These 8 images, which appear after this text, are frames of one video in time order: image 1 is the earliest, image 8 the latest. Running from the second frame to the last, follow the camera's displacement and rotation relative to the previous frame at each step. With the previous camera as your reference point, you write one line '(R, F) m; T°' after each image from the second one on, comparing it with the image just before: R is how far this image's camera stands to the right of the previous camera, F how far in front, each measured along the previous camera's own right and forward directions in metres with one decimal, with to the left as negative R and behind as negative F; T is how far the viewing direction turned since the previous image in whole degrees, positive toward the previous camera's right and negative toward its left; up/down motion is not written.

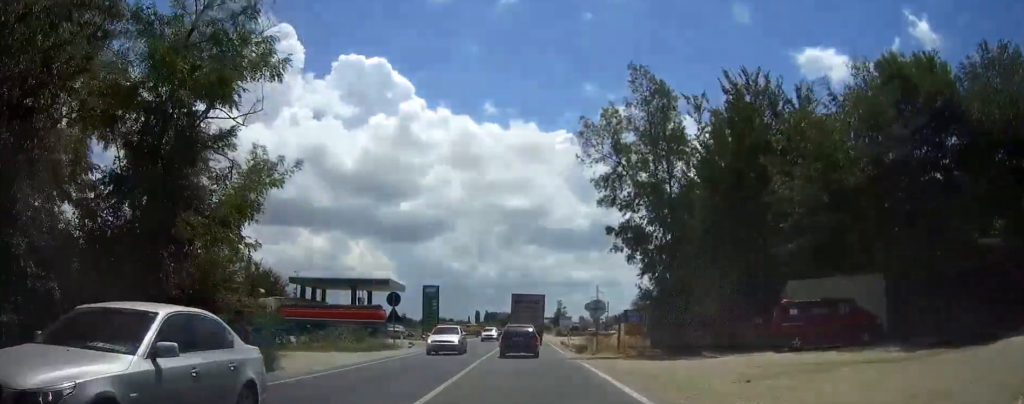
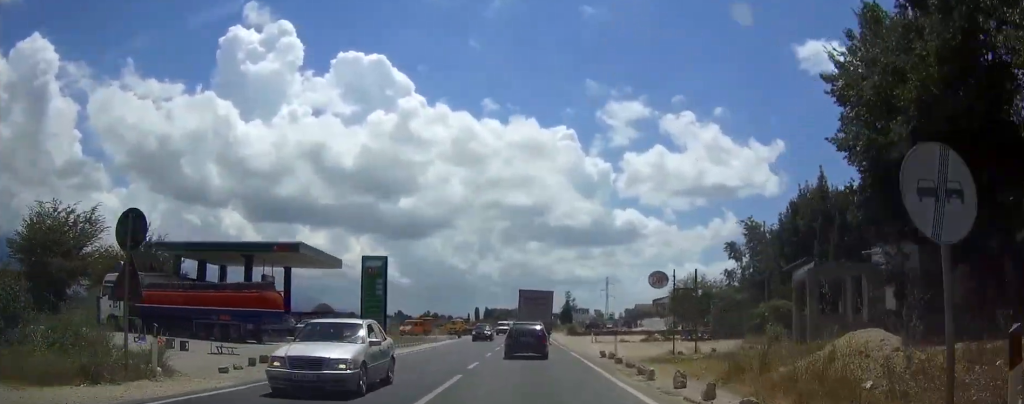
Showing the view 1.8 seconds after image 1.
(-0.1, +29.4) m; 0°
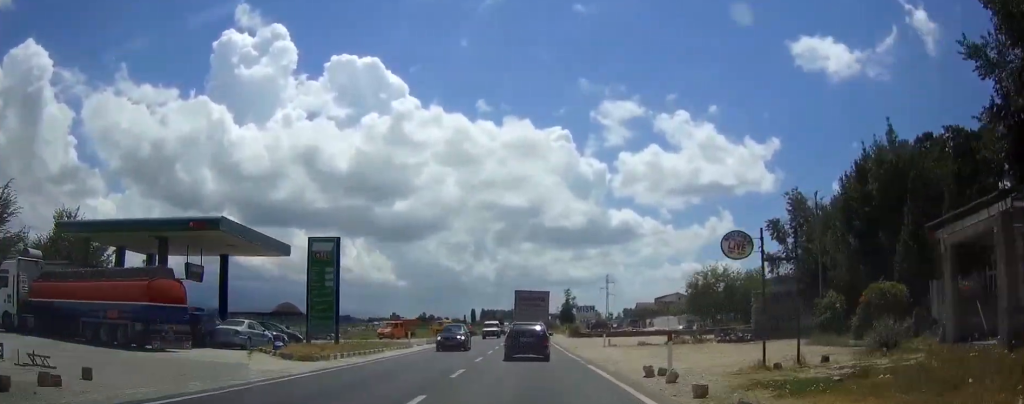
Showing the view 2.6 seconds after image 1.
(0.0, +11.4) m; 0°
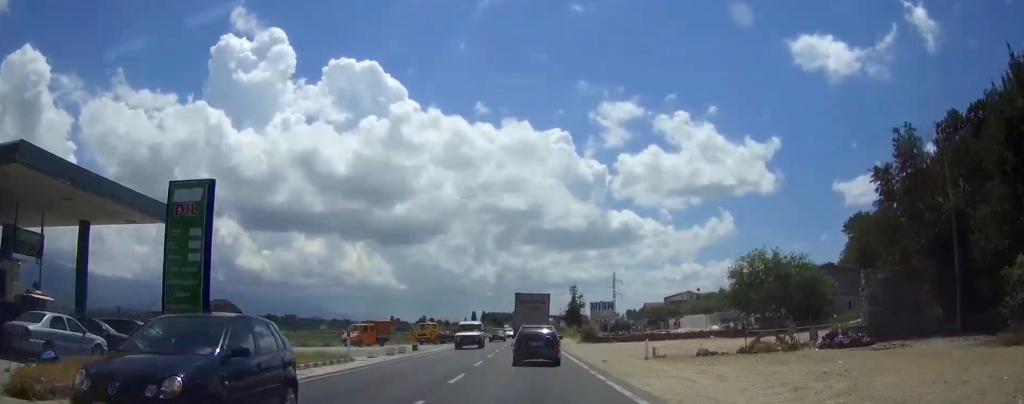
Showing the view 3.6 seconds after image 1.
(0.0, +15.6) m; 0°
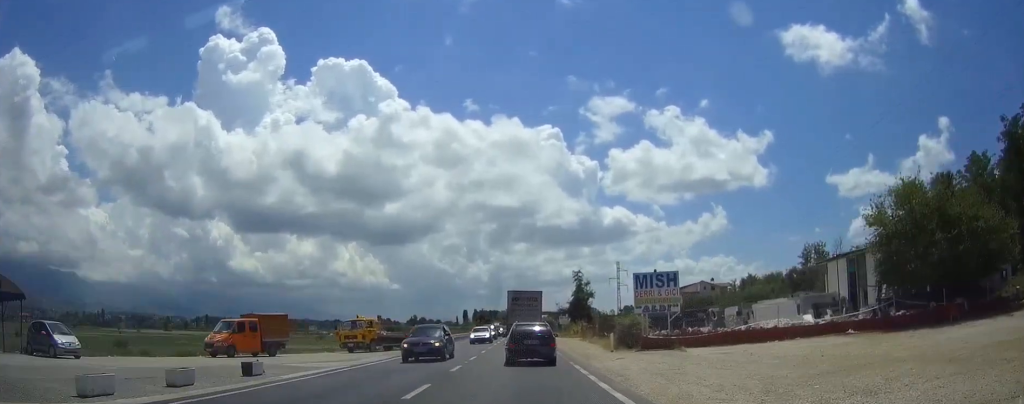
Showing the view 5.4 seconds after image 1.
(+0.3, +27.0) m; +1°
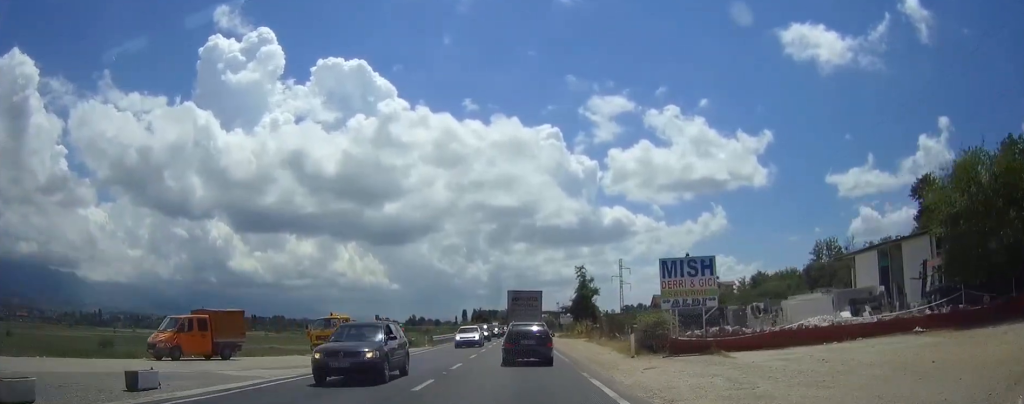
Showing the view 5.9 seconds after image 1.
(0.0, +6.2) m; 0°
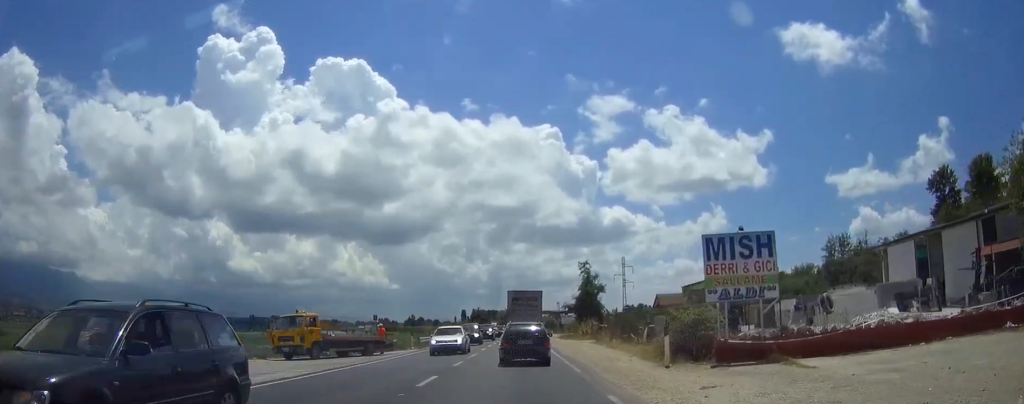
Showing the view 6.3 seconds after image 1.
(0.0, +6.2) m; 0°
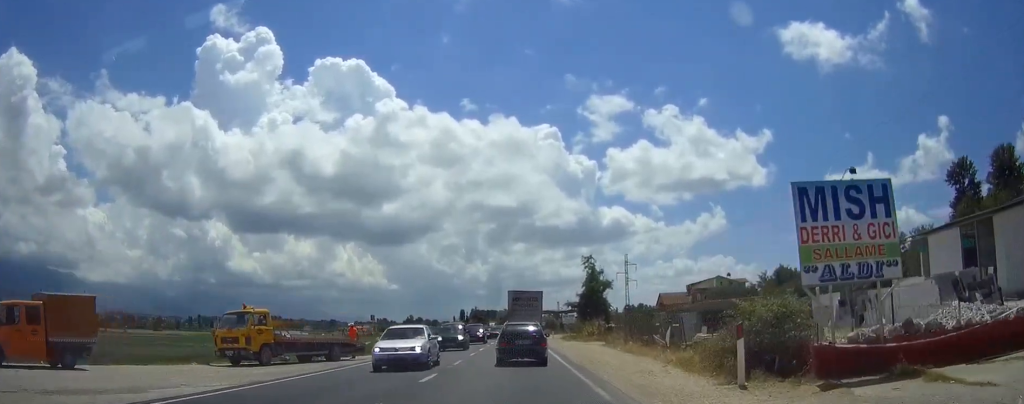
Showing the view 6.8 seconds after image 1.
(0.0, +6.6) m; 0°
